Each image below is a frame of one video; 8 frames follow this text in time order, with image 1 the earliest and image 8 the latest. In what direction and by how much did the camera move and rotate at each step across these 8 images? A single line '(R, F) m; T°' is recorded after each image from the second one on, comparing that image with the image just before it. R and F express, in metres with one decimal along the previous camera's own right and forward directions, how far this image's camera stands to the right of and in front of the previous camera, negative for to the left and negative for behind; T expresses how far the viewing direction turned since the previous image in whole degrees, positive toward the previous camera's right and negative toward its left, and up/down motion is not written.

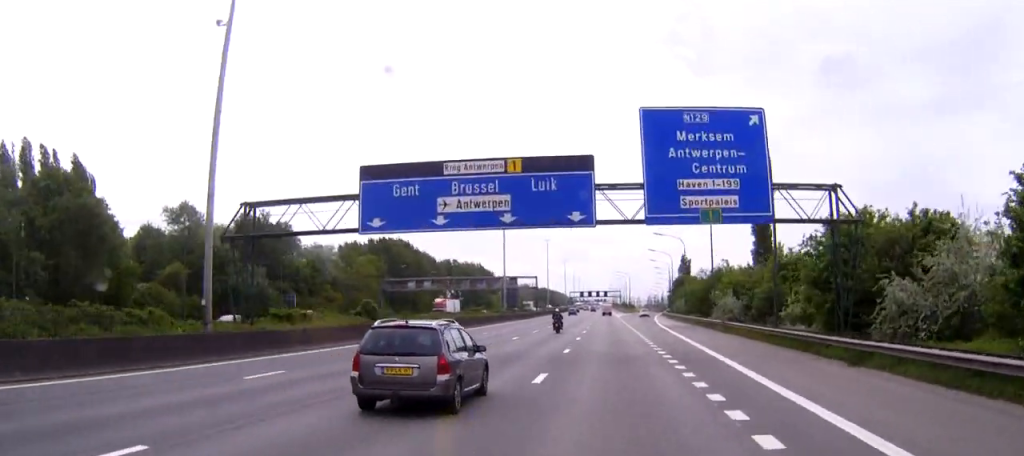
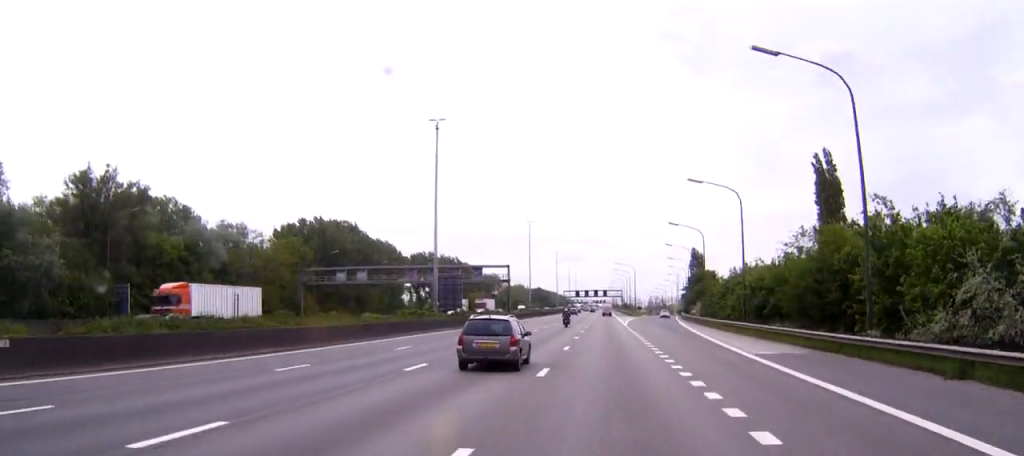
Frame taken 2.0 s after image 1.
(+0.2, +44.9) m; 0°
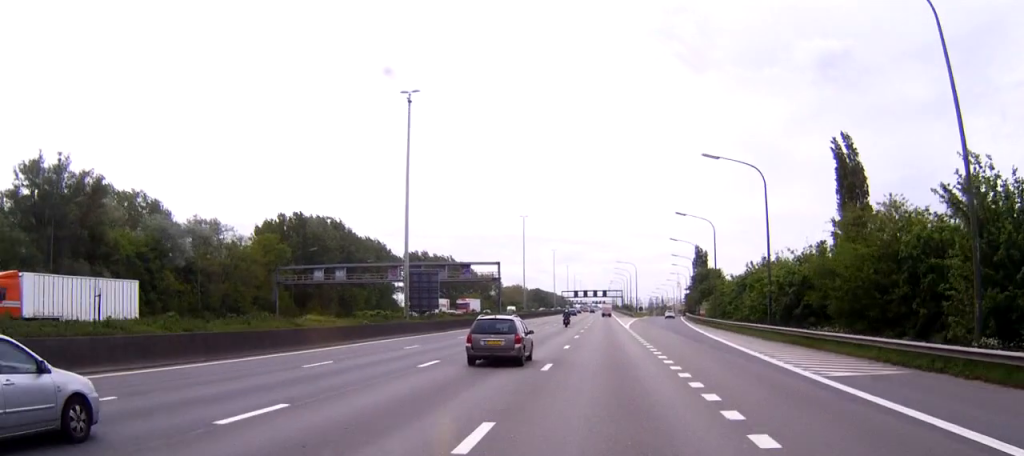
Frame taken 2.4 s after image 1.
(0.0, +9.4) m; 0°
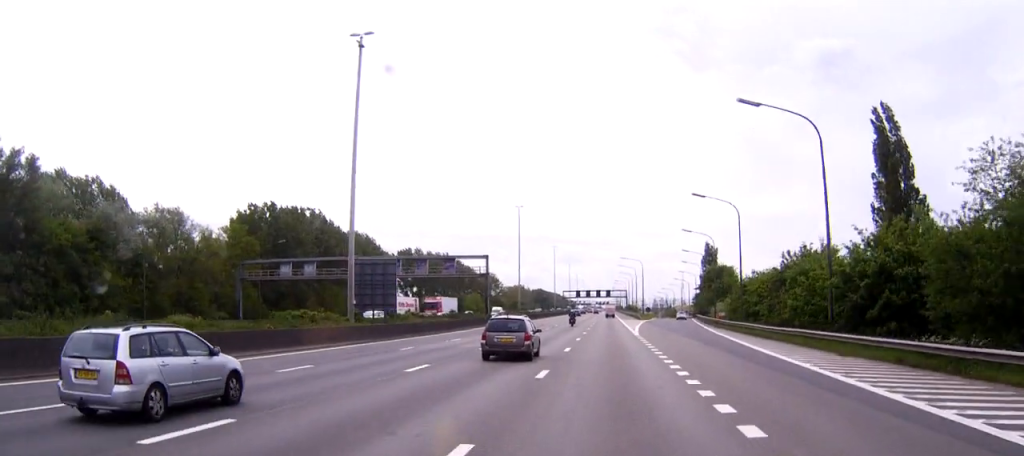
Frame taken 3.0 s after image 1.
(0.0, +12.6) m; 0°
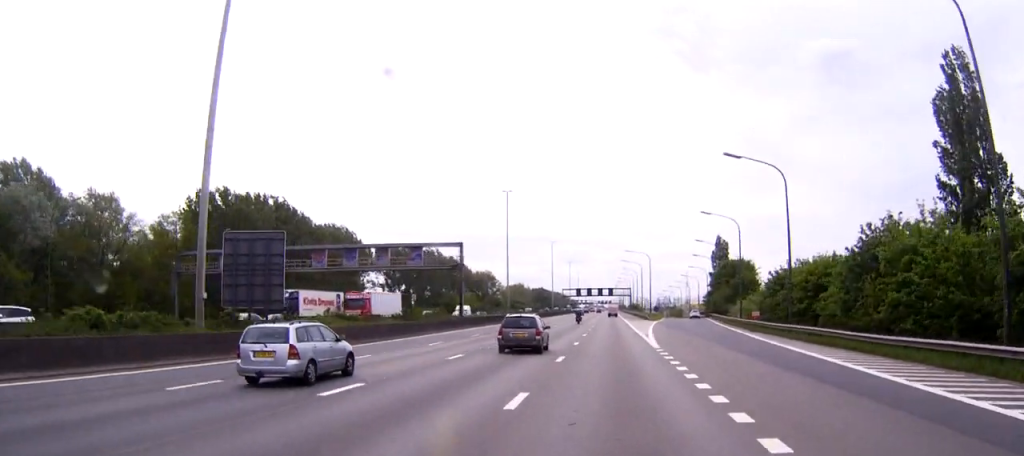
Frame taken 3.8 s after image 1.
(0.0, +16.6) m; 0°
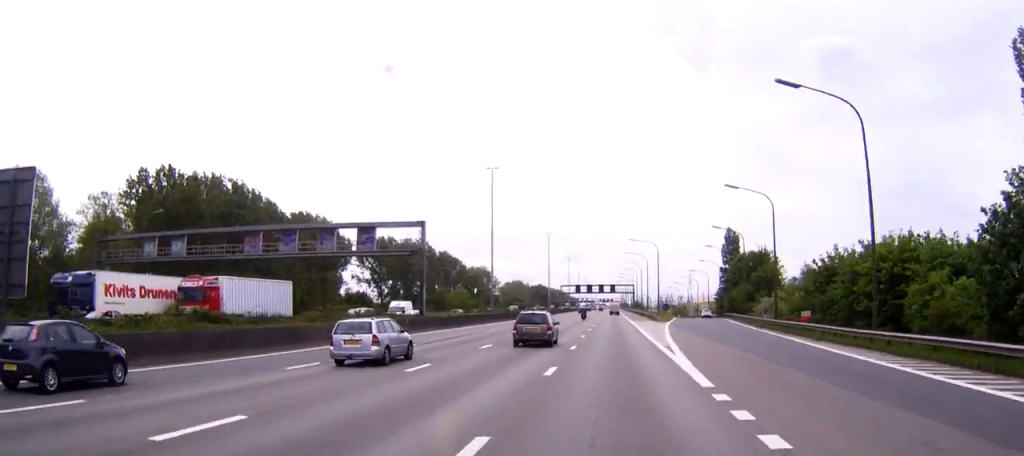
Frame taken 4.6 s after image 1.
(0.0, +15.2) m; 0°
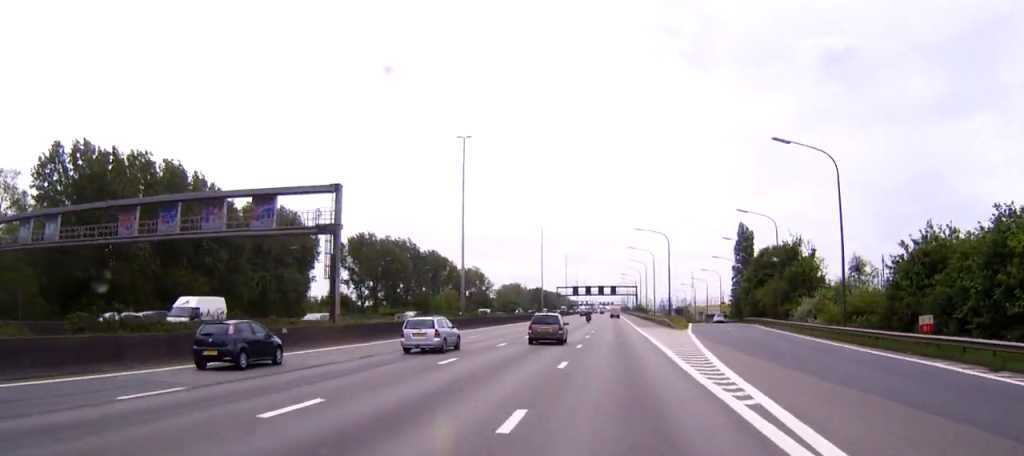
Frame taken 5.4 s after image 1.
(0.0, +17.9) m; 0°
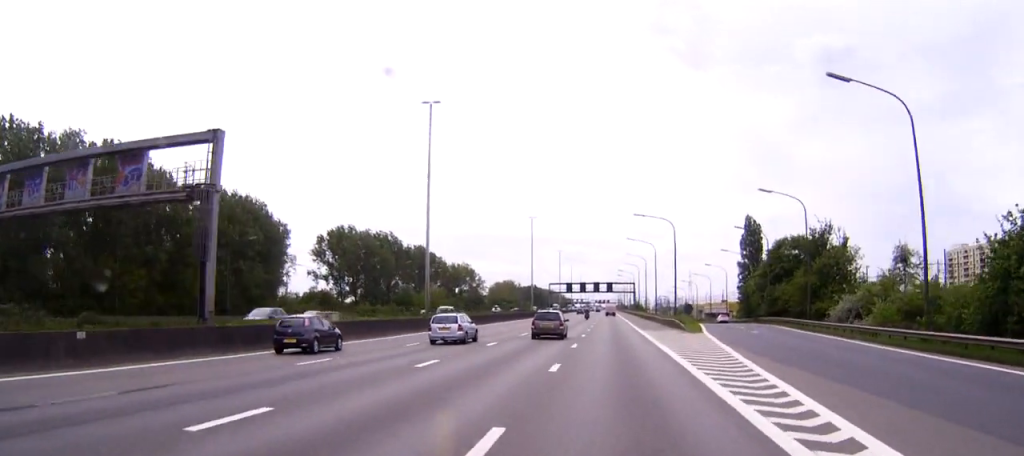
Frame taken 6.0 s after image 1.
(0.0, +12.4) m; 0°
